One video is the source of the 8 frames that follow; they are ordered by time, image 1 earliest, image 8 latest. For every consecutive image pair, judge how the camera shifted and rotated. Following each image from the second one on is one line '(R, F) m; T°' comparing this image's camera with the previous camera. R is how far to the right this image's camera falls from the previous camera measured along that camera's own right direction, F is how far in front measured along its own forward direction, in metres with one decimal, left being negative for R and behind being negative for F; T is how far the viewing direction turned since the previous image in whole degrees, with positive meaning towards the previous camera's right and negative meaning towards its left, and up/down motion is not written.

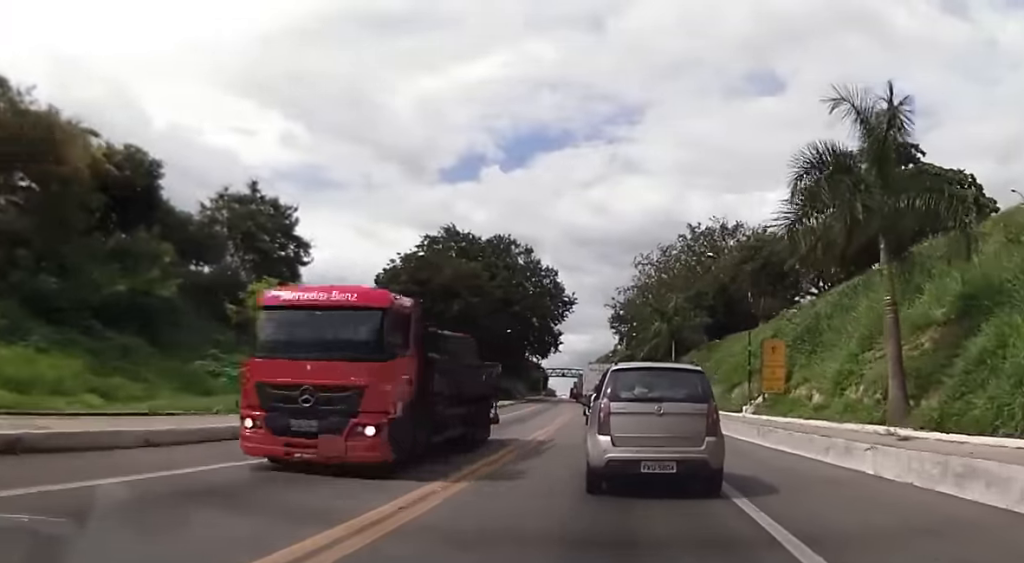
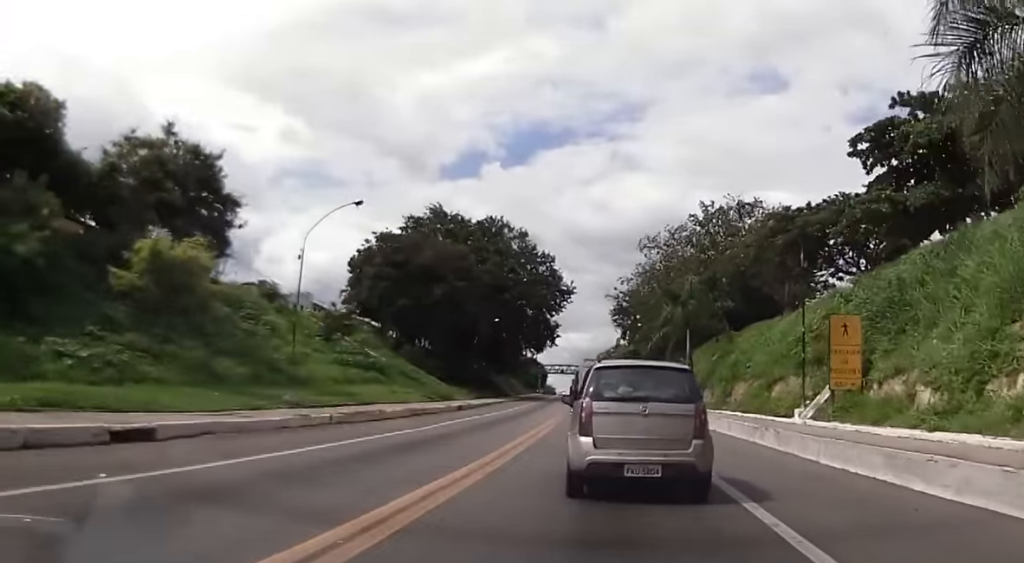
(0.0, +10.9) m; 0°
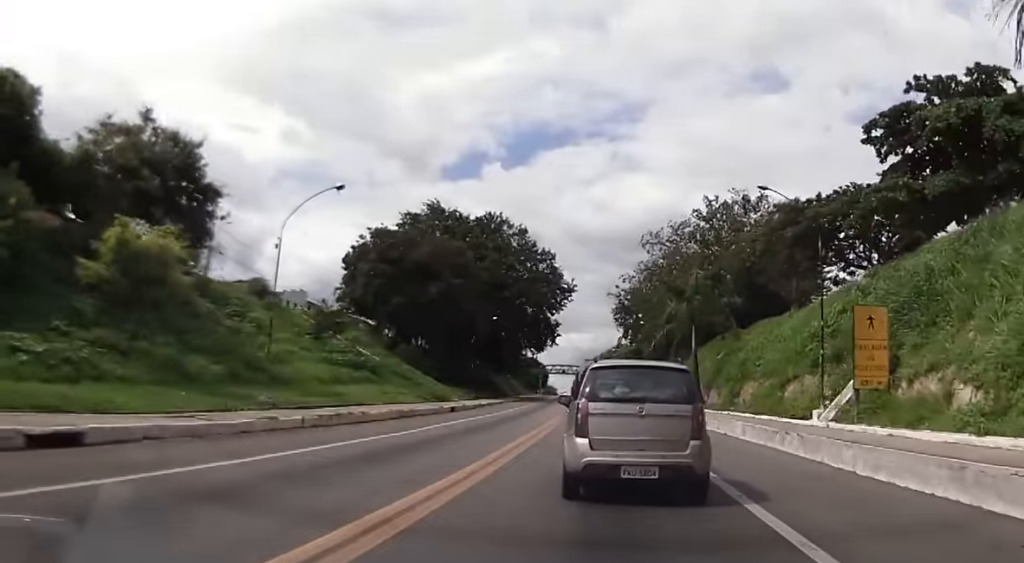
(0.0, +2.4) m; +1°
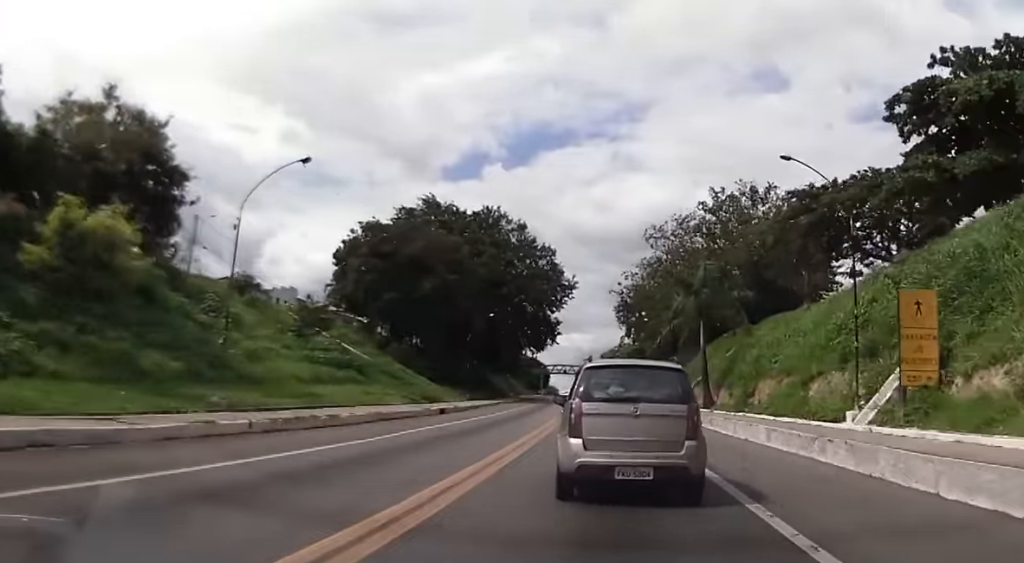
(-0.1, +3.5) m; +3°
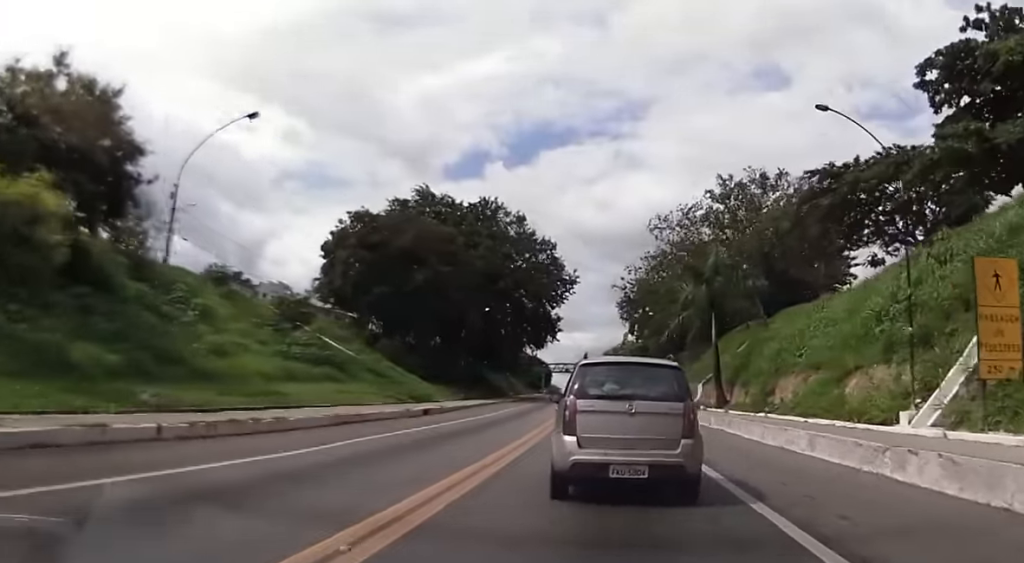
(+0.2, +4.1) m; +1°
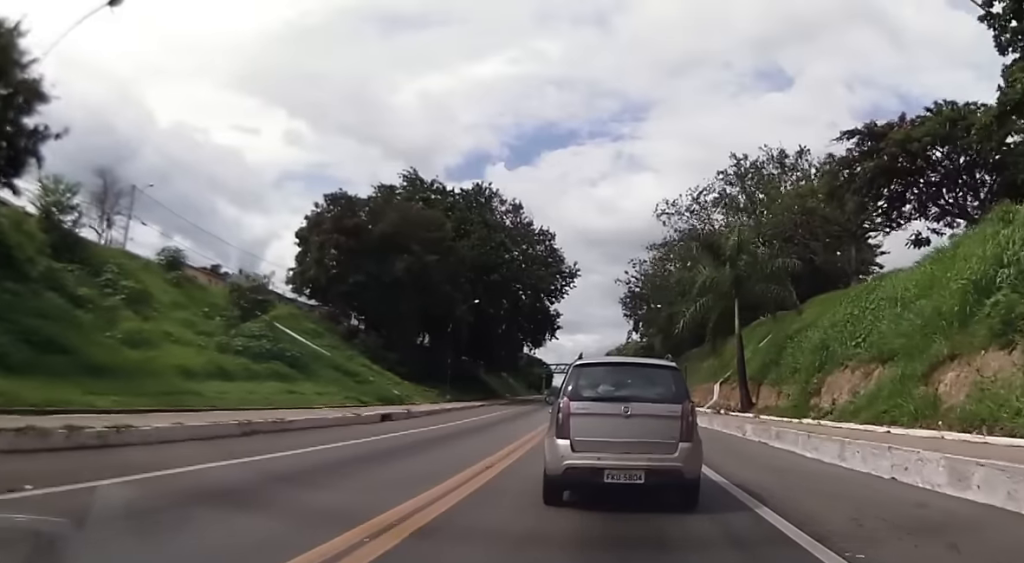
(-0.1, +7.0) m; -3°
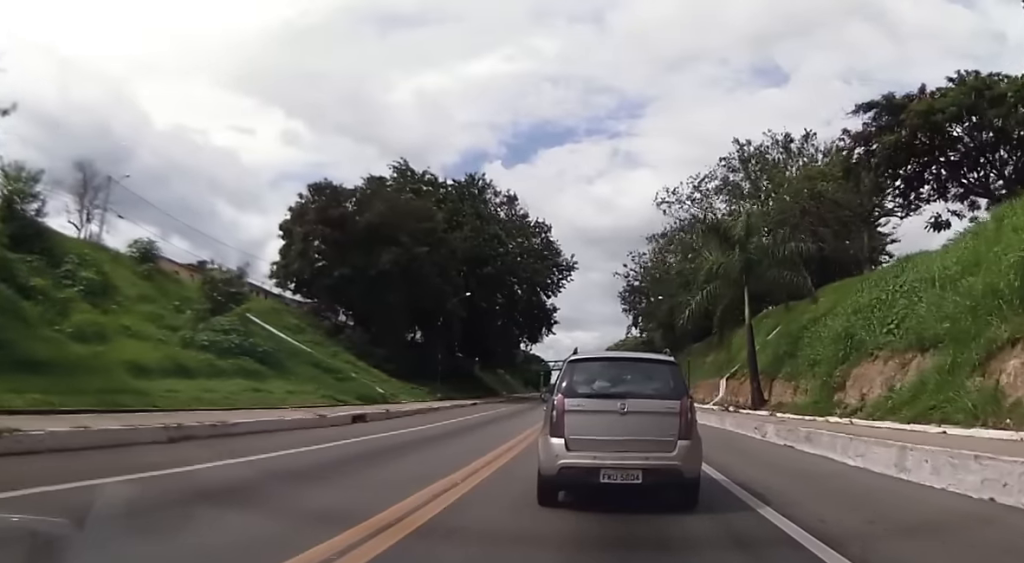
(-0.1, +3.1) m; -1°
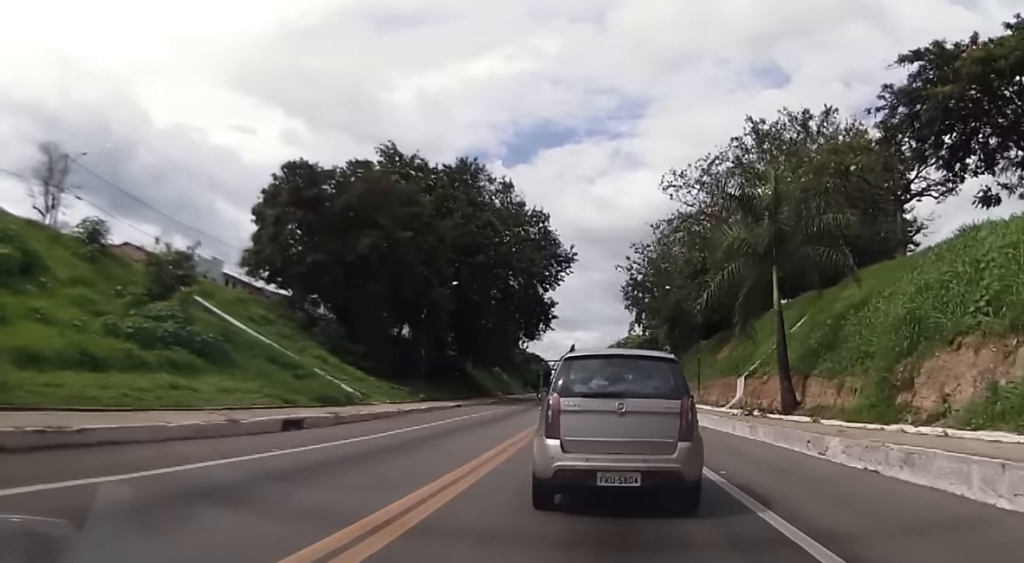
(0.0, +6.0) m; 0°
